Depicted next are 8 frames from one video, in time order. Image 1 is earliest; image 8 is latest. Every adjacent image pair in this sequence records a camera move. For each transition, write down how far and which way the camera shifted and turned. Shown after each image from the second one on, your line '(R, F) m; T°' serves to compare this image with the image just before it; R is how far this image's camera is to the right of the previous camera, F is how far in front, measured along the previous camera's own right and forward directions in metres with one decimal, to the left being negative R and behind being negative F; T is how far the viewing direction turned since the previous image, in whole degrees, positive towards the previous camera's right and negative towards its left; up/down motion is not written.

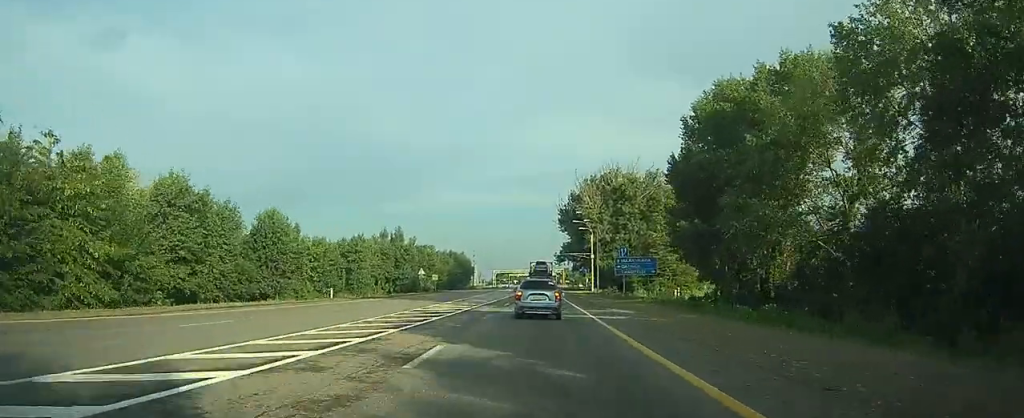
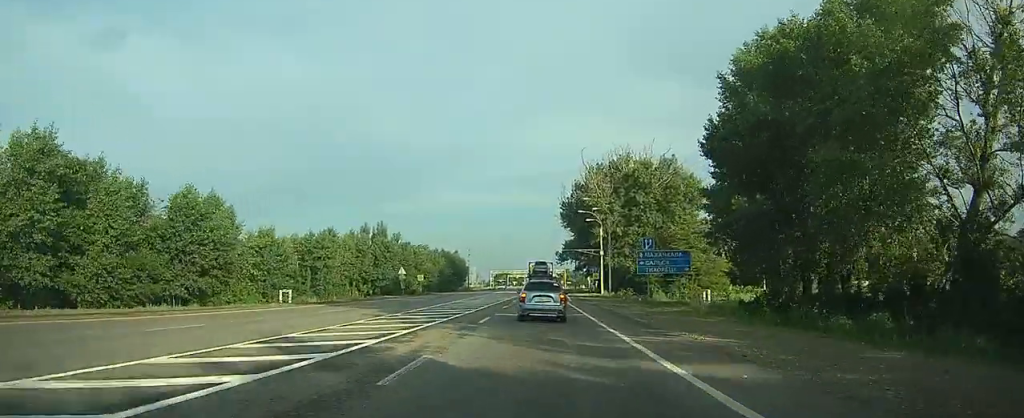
(0.0, +13.6) m; +2°
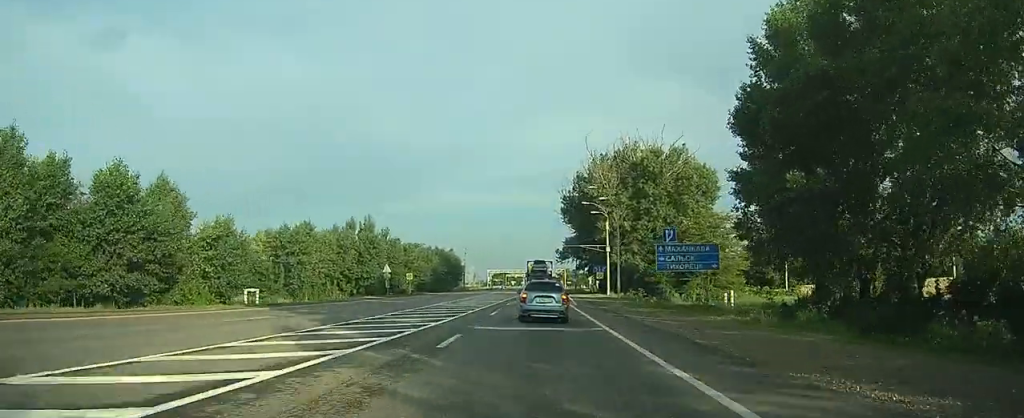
(+0.1, +7.8) m; +1°
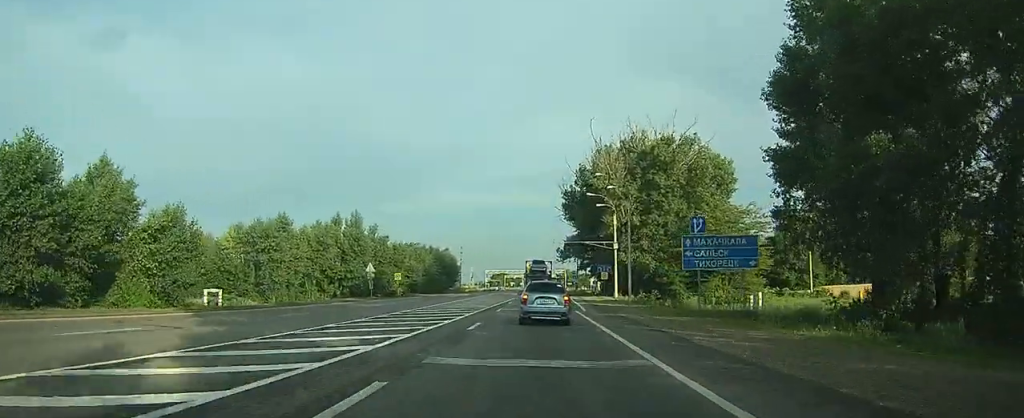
(+0.2, +7.1) m; +1°
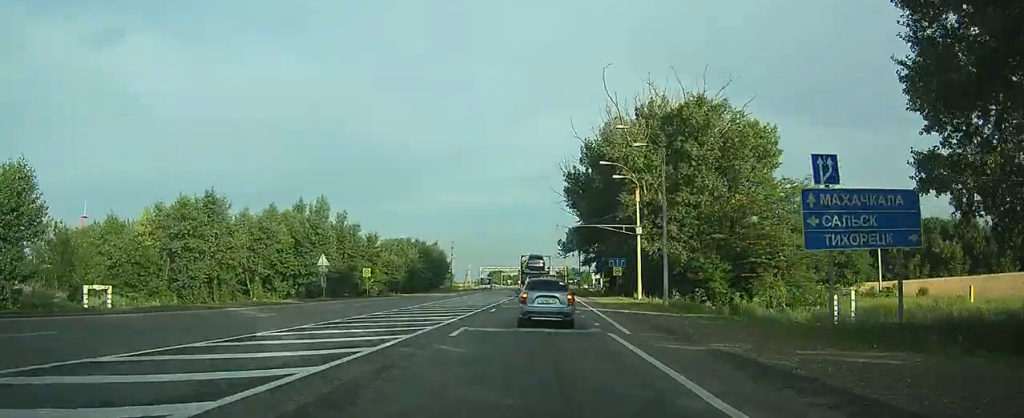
(+0.3, +14.7) m; +1°
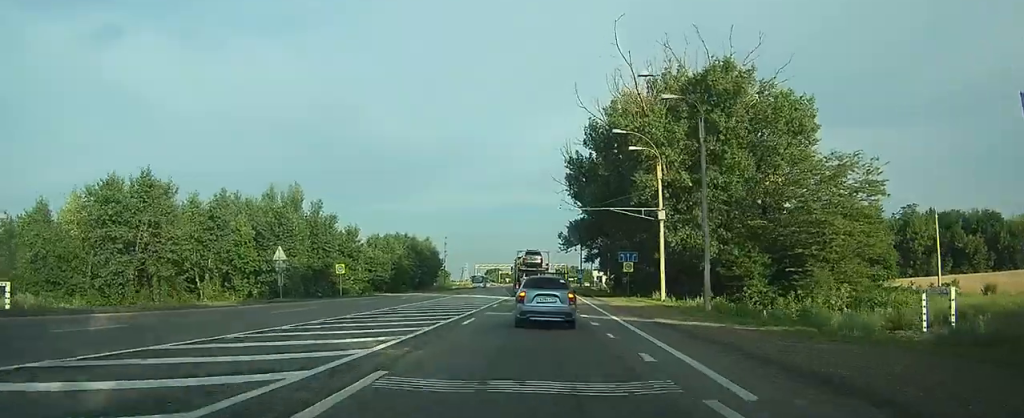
(0.0, +9.4) m; 0°
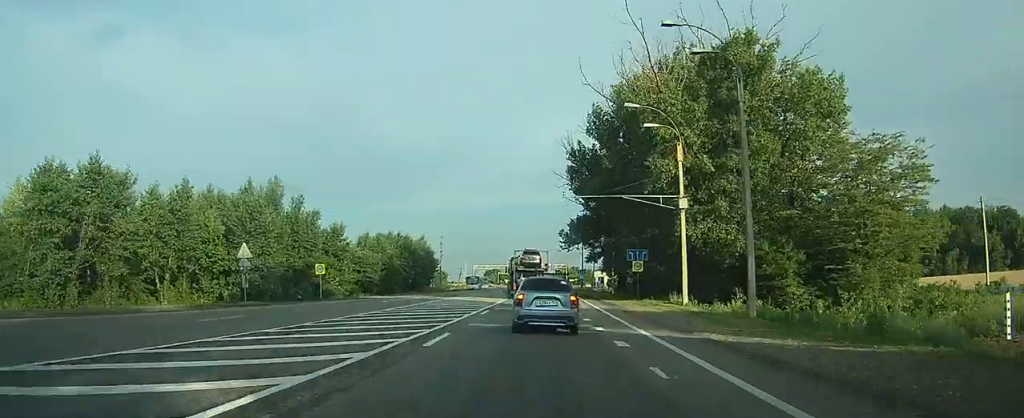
(0.0, +6.1) m; 0°
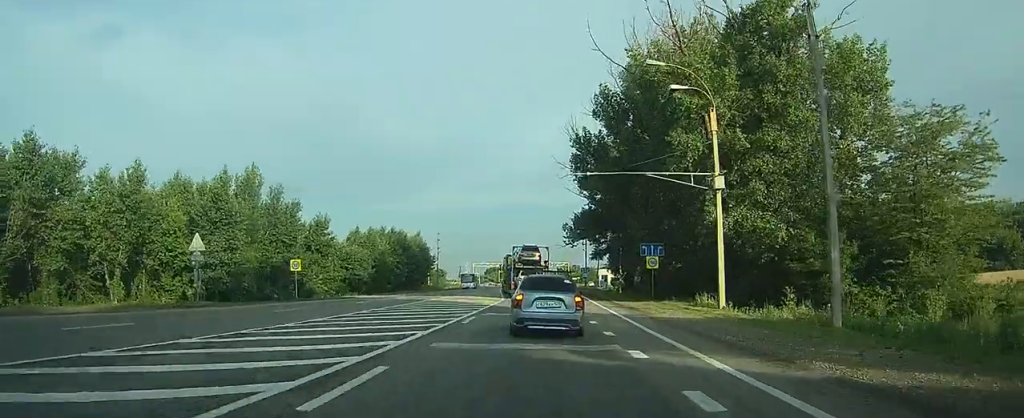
(0.0, +6.7) m; 0°
